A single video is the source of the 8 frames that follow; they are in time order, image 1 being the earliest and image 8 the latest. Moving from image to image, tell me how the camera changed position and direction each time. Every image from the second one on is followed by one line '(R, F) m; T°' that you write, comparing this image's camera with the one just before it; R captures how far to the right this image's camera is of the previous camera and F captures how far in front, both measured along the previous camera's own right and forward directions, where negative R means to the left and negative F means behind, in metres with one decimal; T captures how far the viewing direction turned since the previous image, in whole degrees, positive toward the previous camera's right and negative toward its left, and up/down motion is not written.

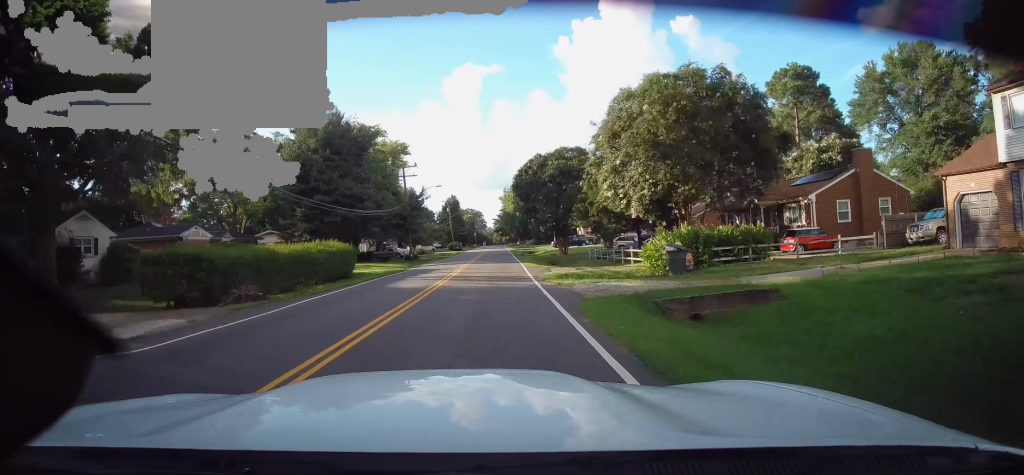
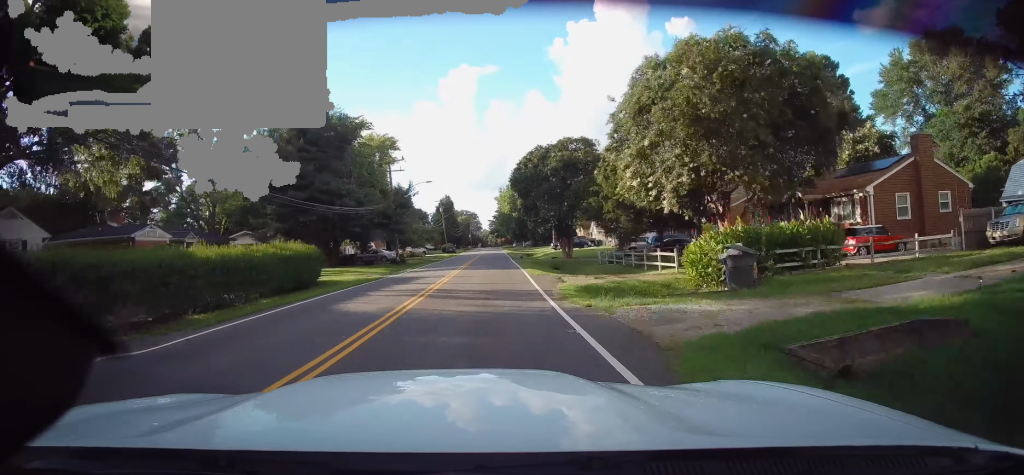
(0.0, +5.8) m; 0°
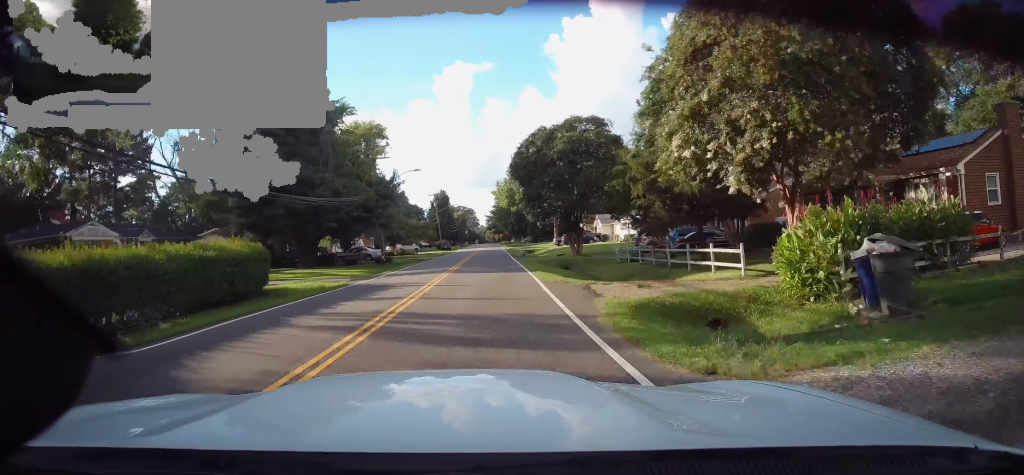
(0.0, +6.0) m; 0°
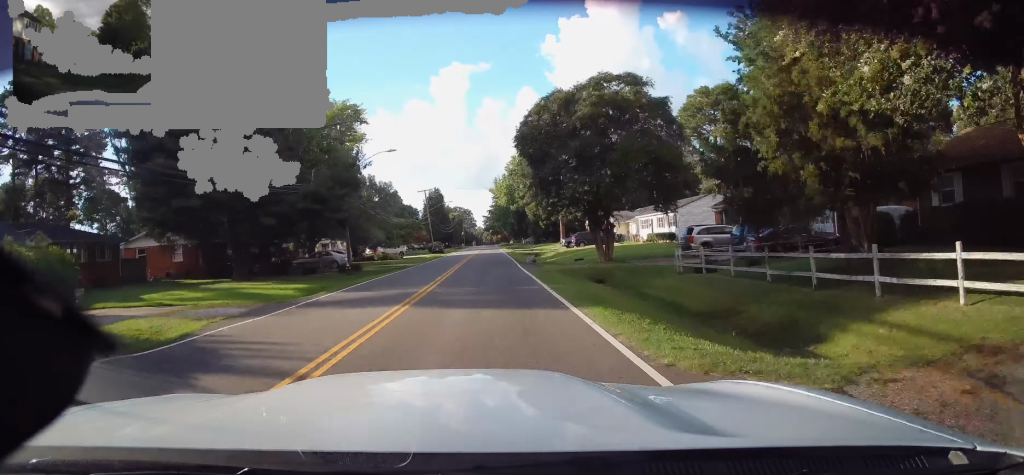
(+0.1, +11.0) m; -1°
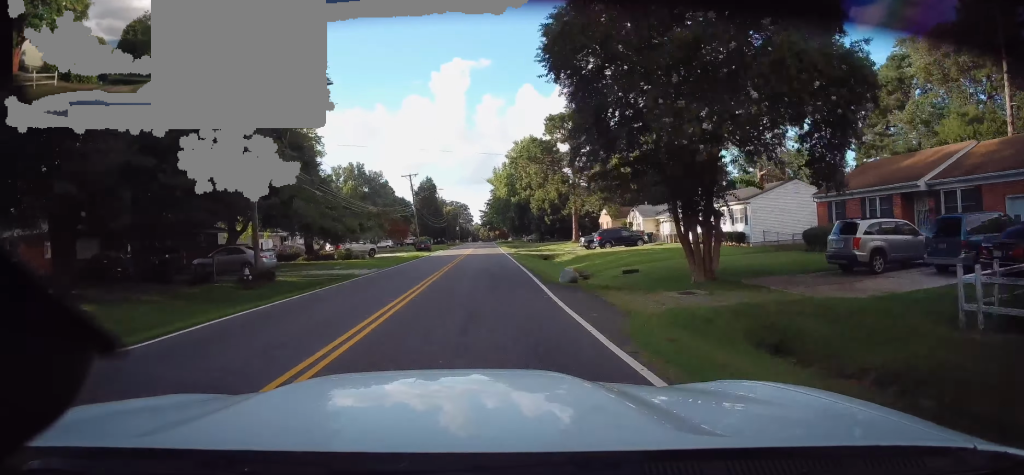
(-0.3, +15.2) m; 0°
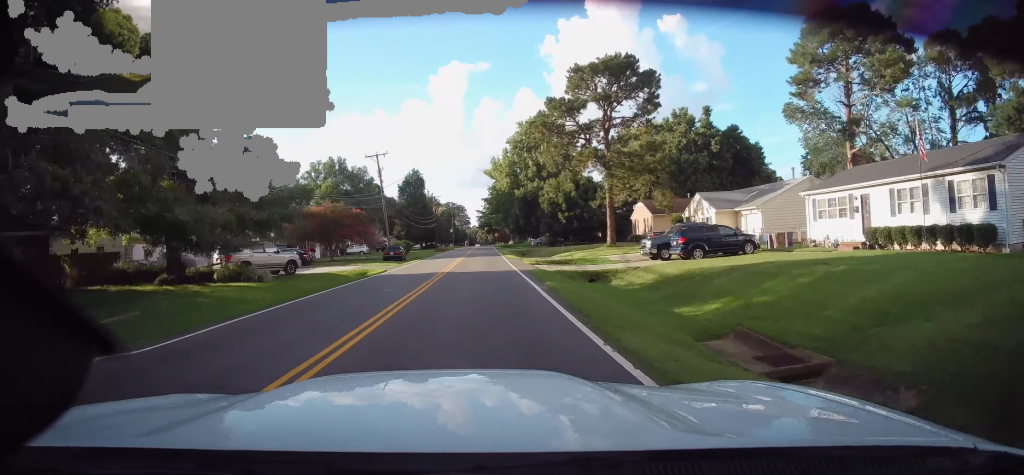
(+0.5, +21.7) m; +2°
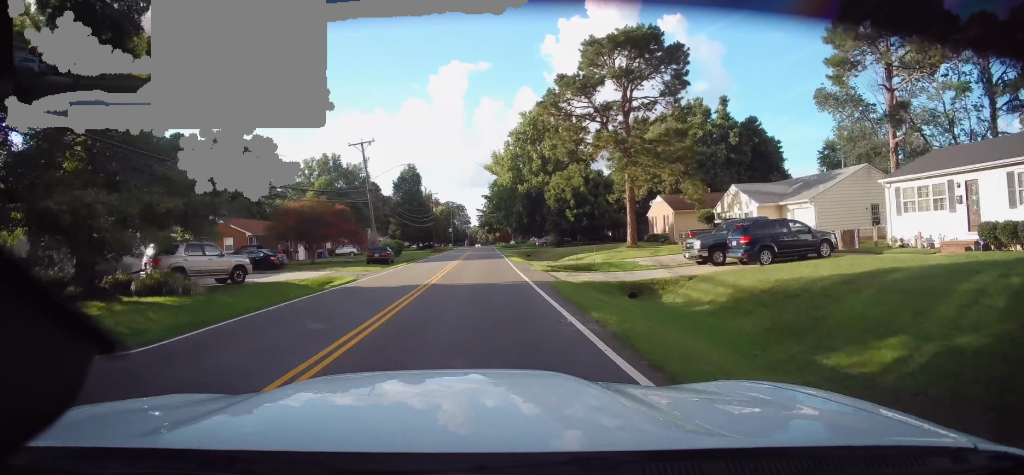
(+0.1, +7.0) m; 0°
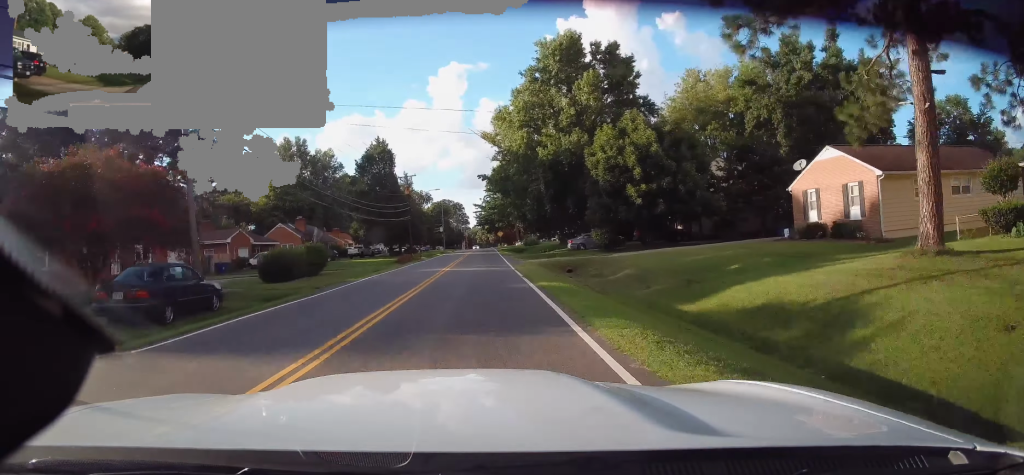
(0.0, +30.6) m; 0°
